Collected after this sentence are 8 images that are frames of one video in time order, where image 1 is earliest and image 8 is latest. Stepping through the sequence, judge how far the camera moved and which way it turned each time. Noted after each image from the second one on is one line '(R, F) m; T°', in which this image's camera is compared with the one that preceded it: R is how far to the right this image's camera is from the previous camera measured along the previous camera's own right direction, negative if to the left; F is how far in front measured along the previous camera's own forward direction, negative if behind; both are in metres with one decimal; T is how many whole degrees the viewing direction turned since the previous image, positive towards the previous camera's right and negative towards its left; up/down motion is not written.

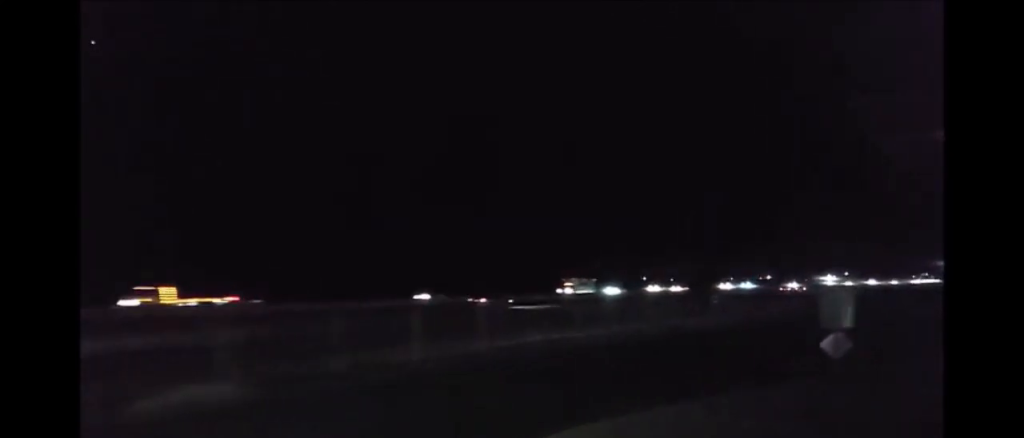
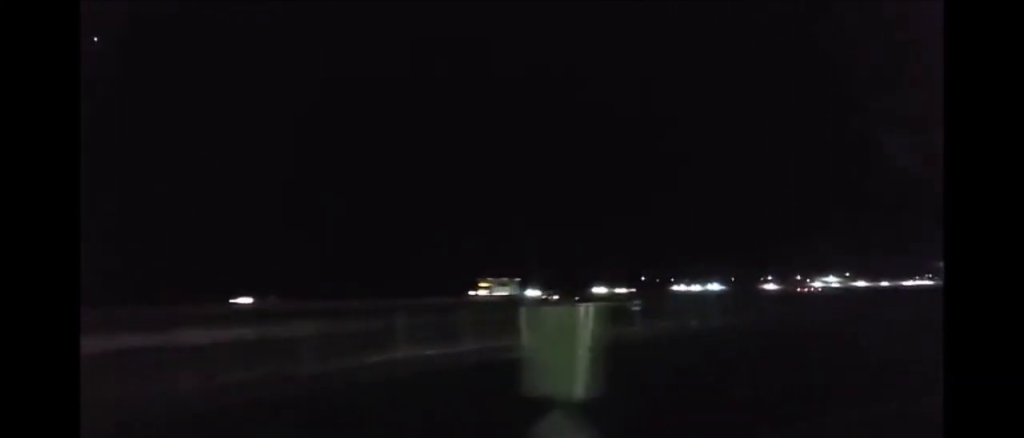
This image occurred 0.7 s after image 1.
(+0.1, +10.4) m; +1°
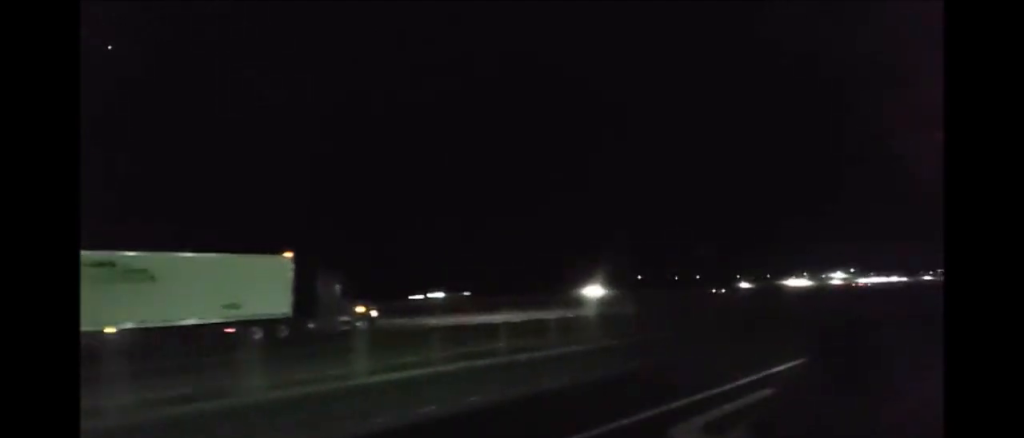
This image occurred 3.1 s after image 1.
(-1.2, +38.3) m; -3°
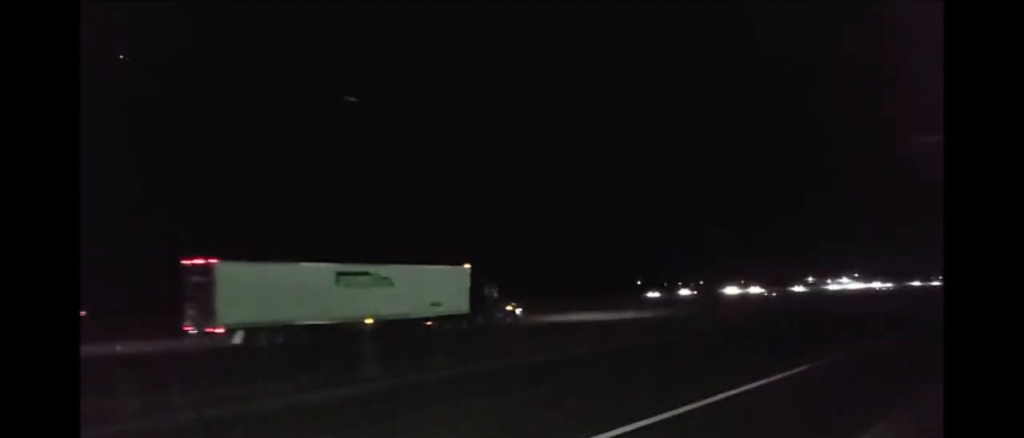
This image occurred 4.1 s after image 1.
(+0.3, +17.6) m; +1°
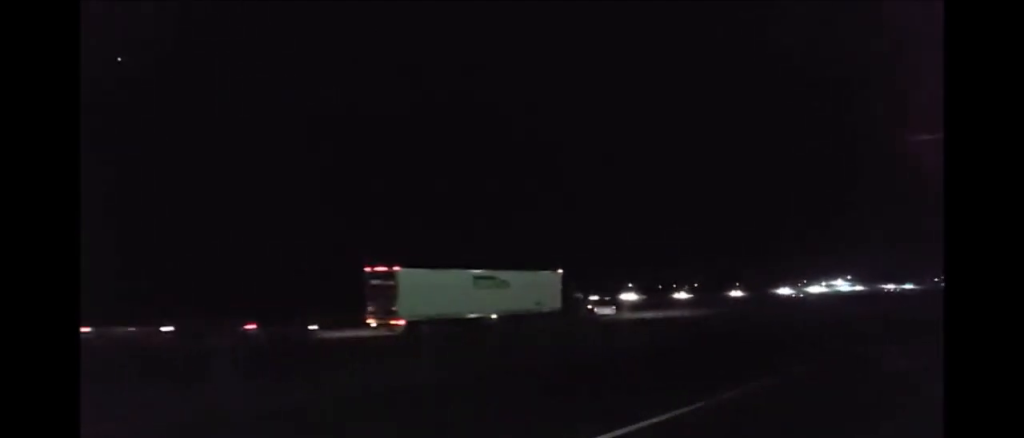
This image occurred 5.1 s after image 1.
(0.0, +16.8) m; 0°
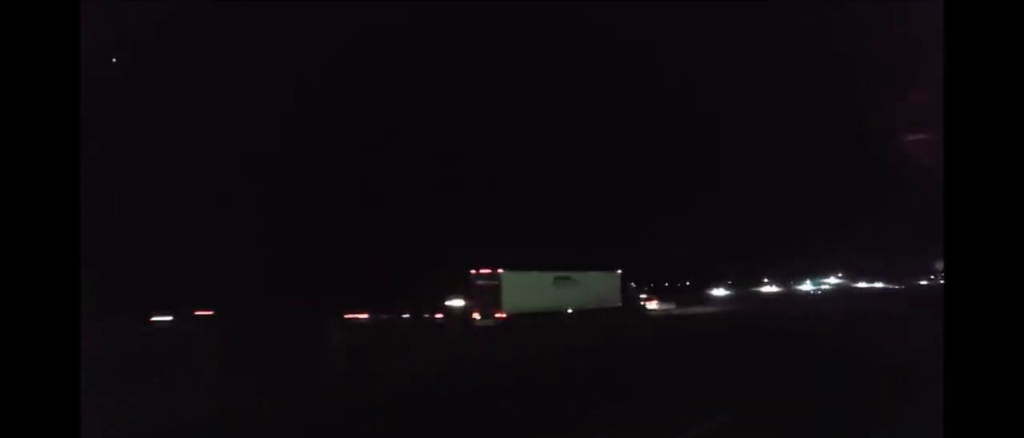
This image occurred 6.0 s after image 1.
(0.0, +14.7) m; +1°
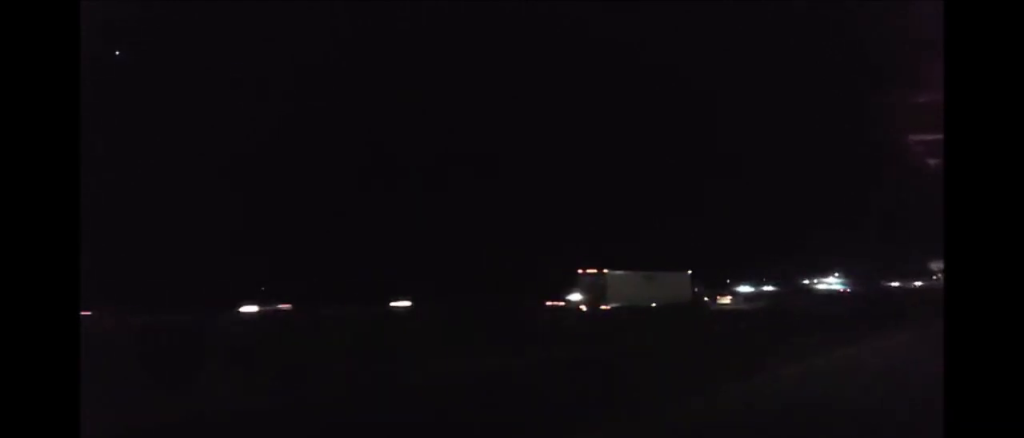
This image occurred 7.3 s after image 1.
(+0.2, +21.7) m; 0°
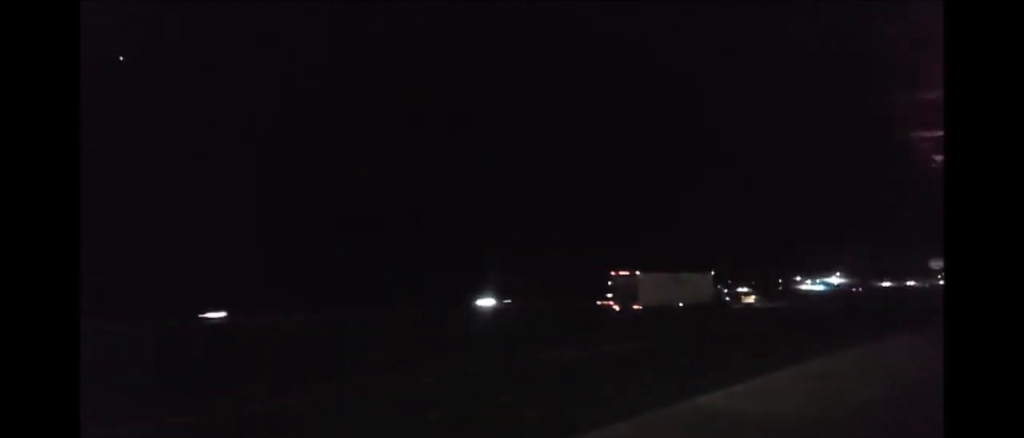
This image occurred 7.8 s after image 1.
(-0.1, +7.7) m; -1°
